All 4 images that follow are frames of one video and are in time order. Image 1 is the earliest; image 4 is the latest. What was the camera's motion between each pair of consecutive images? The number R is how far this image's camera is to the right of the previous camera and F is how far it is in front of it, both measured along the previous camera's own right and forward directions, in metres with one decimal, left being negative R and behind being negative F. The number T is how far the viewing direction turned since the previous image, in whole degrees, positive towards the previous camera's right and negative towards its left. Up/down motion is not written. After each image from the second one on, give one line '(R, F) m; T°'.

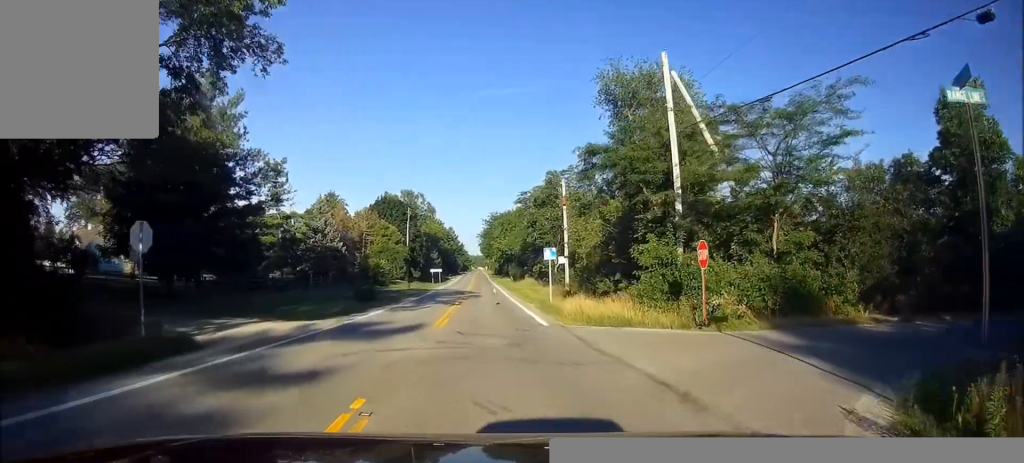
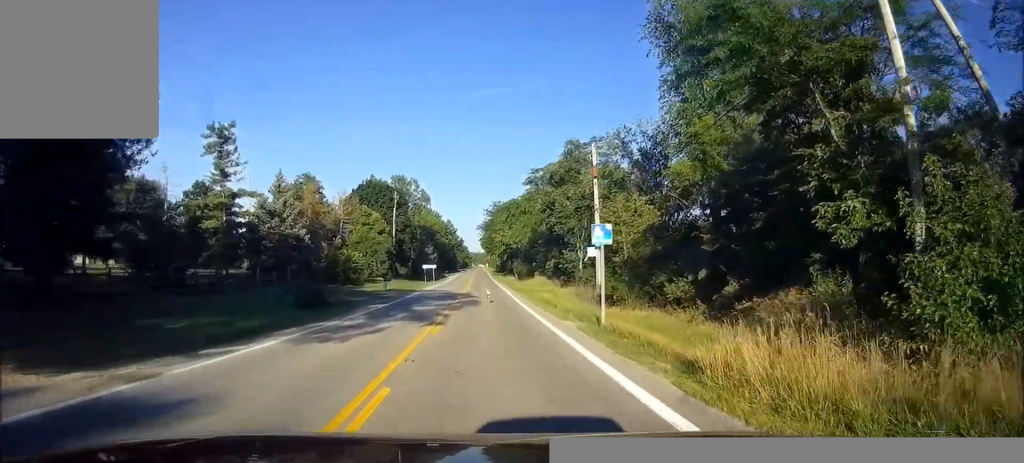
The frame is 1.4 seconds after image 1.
(0.0, +15.8) m; 0°
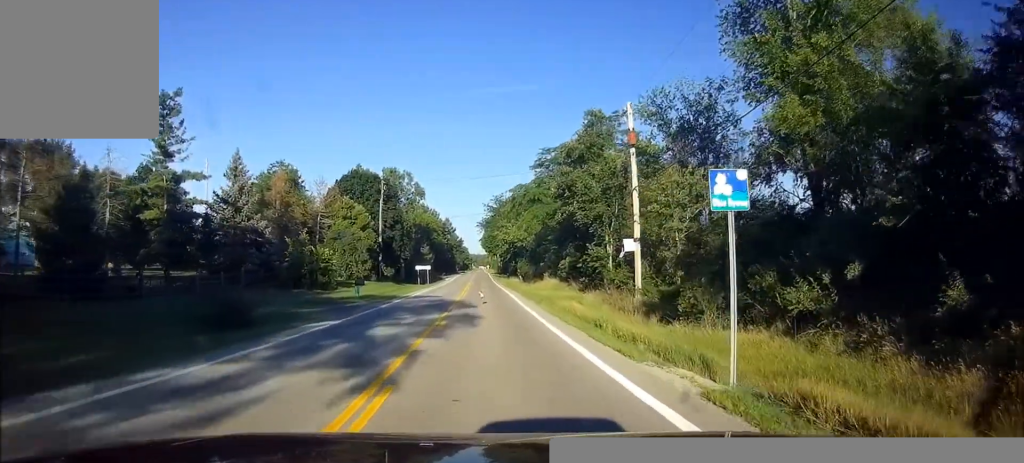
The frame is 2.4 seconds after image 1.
(-0.1, +11.6) m; 0°
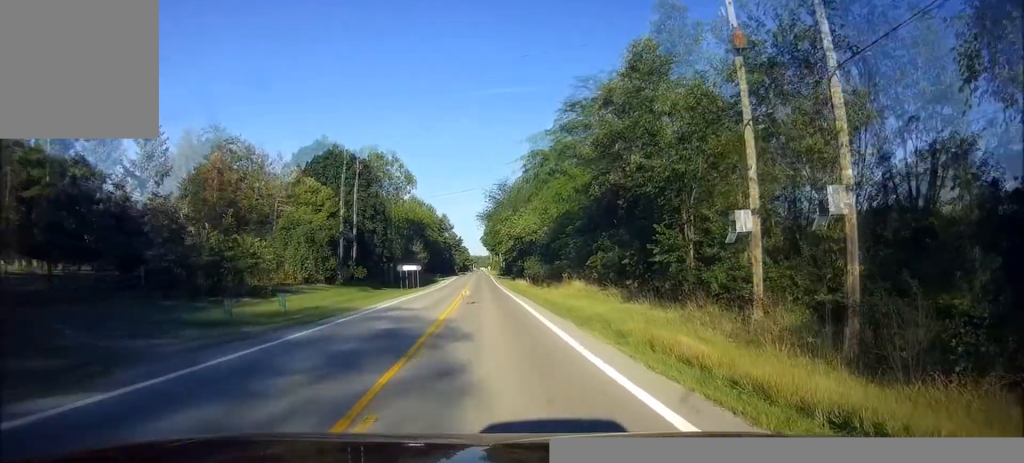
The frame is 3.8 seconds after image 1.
(+0.1, +16.1) m; +1°
